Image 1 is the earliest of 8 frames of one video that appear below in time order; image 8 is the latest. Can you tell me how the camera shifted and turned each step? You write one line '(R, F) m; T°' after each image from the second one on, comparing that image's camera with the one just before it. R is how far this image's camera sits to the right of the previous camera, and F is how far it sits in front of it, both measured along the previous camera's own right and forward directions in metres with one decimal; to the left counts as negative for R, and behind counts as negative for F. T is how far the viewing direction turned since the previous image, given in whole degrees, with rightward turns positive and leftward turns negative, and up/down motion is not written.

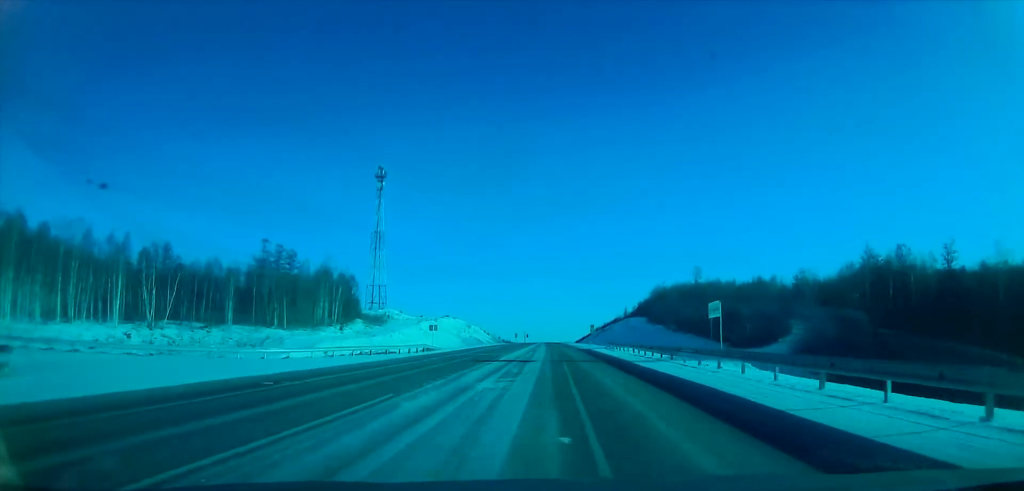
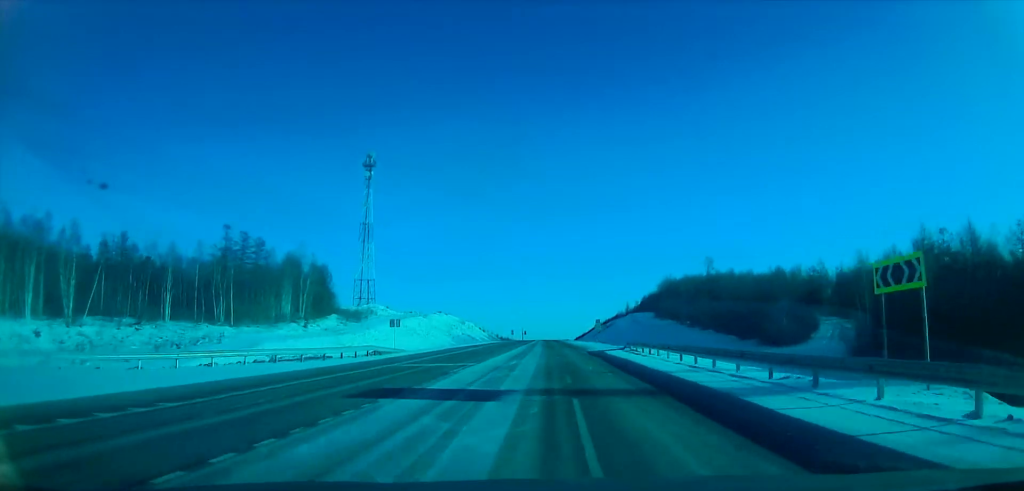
(-0.2, +18.5) m; +1°
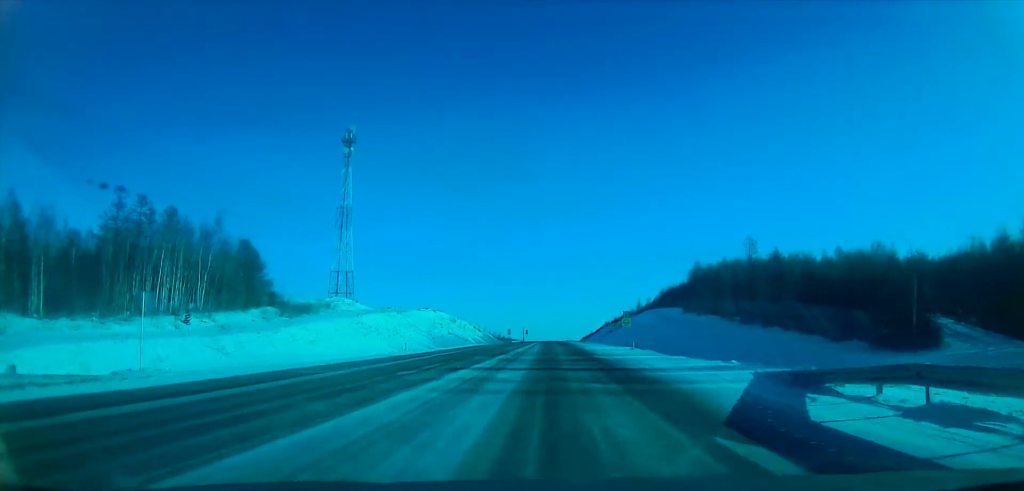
(+0.9, +39.4) m; -1°
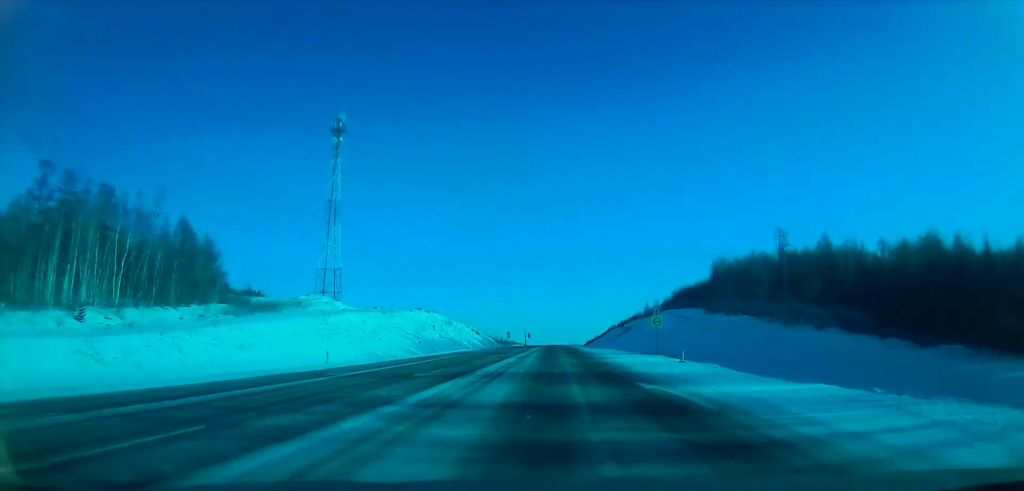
(-1.0, +19.8) m; -1°
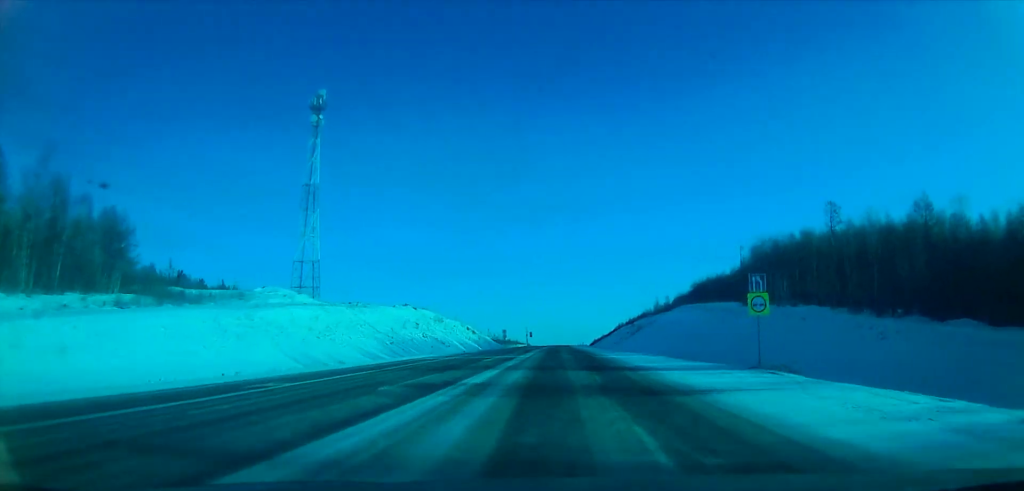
(0.0, +26.0) m; +1°
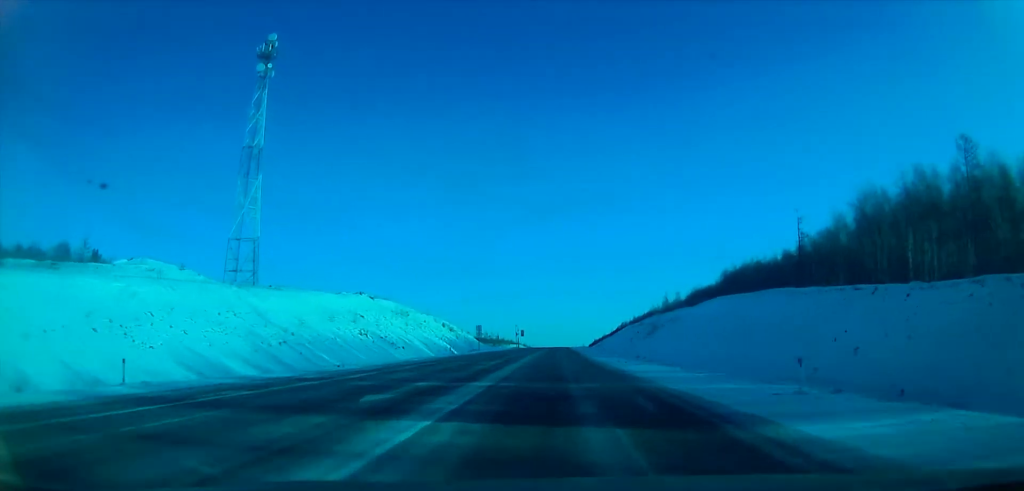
(+1.0, +42.9) m; -1°
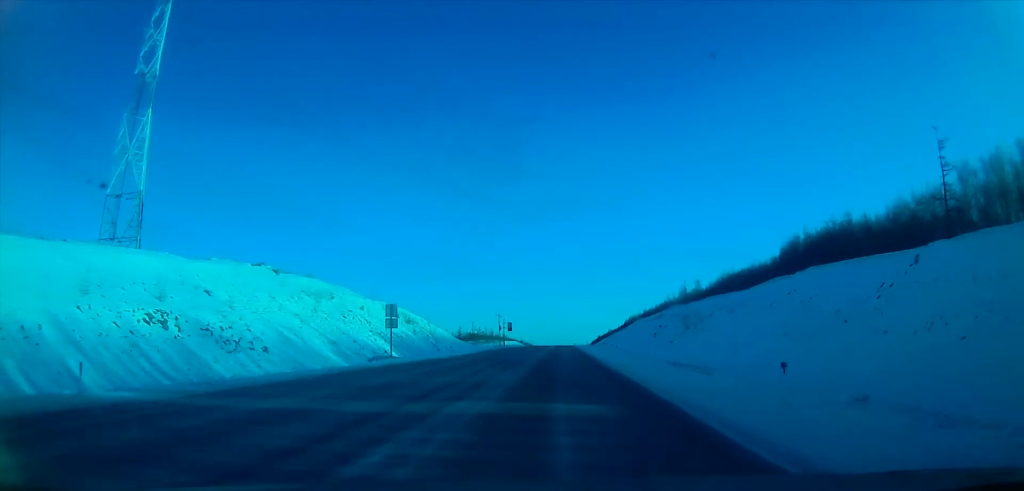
(-1.1, +51.6) m; 0°
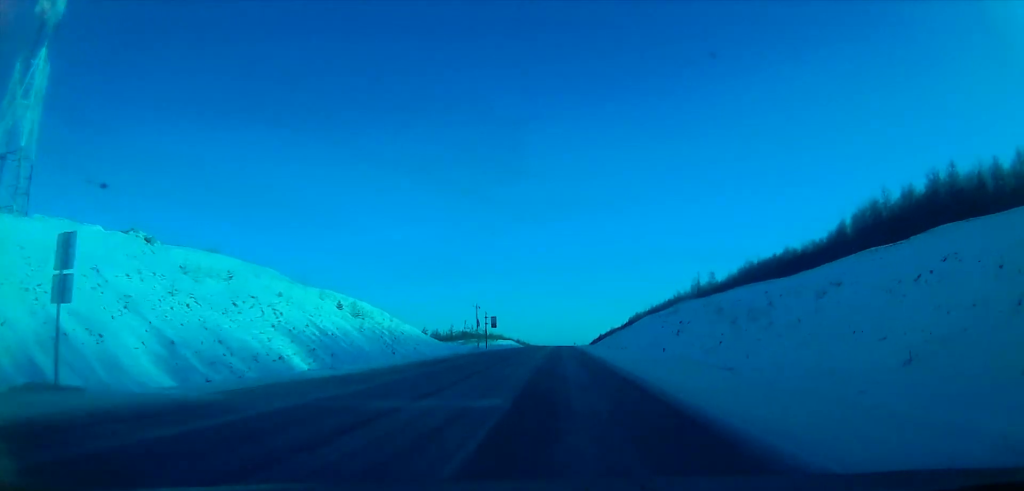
(+0.4, +32.7) m; -1°
